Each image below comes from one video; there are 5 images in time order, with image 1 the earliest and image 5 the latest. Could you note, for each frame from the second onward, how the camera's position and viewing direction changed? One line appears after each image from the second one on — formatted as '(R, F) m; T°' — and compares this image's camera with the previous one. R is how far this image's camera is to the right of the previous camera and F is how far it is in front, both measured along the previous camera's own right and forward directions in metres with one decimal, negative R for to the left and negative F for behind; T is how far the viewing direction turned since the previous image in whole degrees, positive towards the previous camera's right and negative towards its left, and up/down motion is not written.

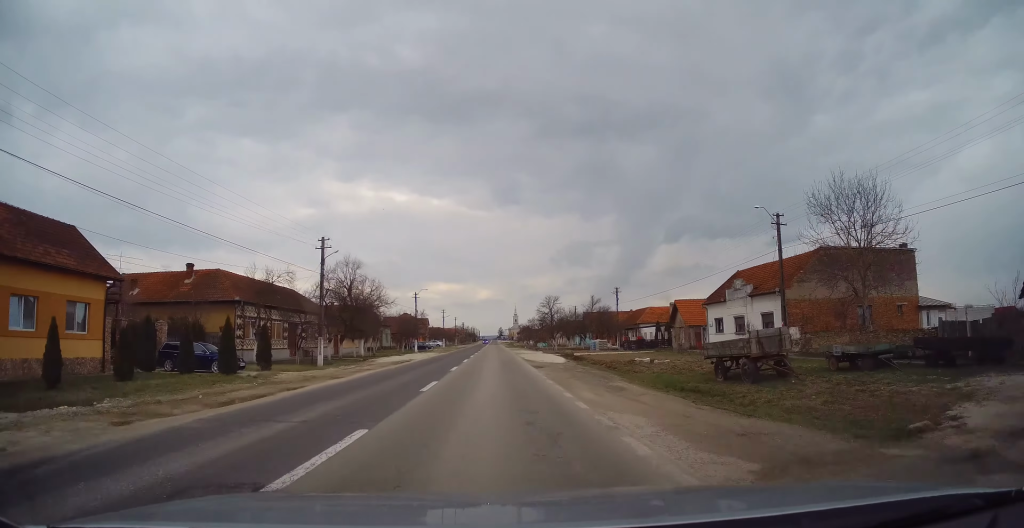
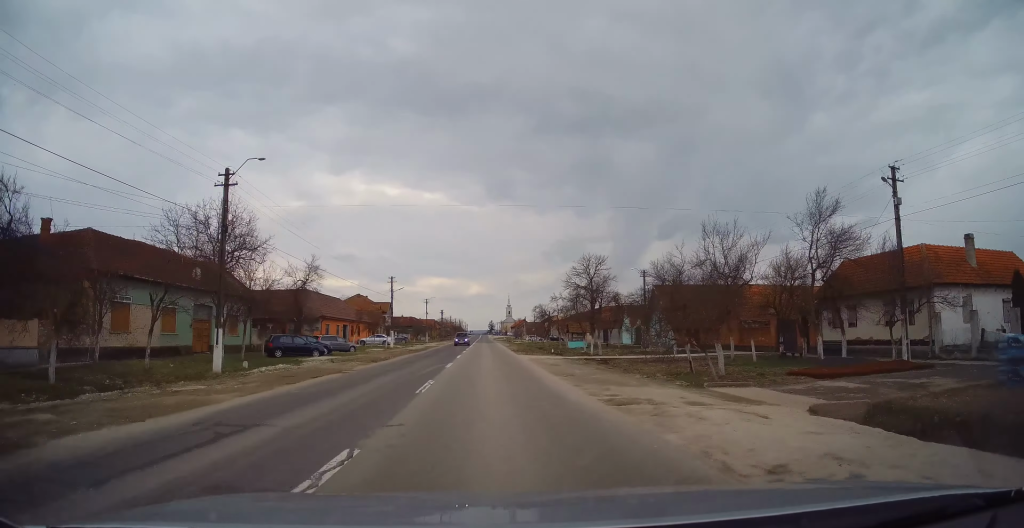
(+0.8, +54.2) m; +1°
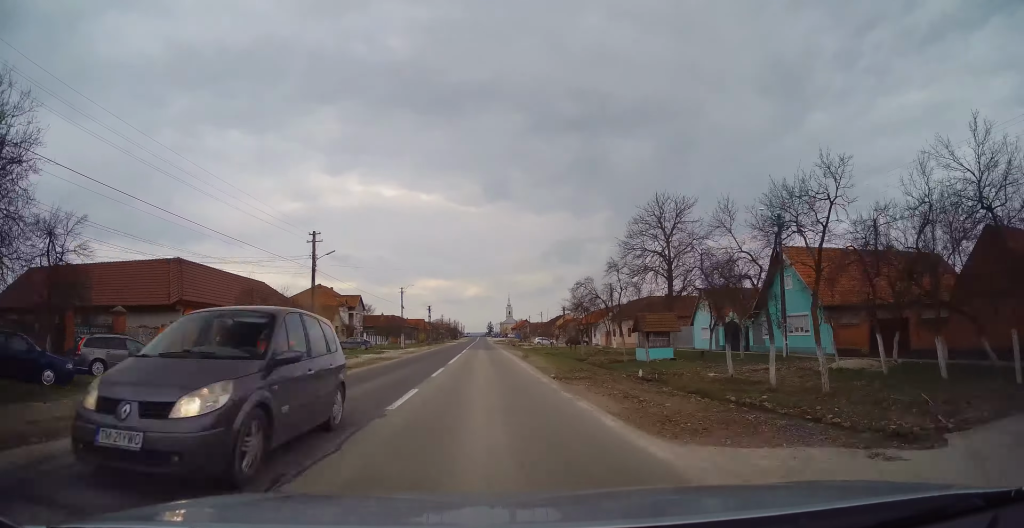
(-0.6, +28.7) m; 0°
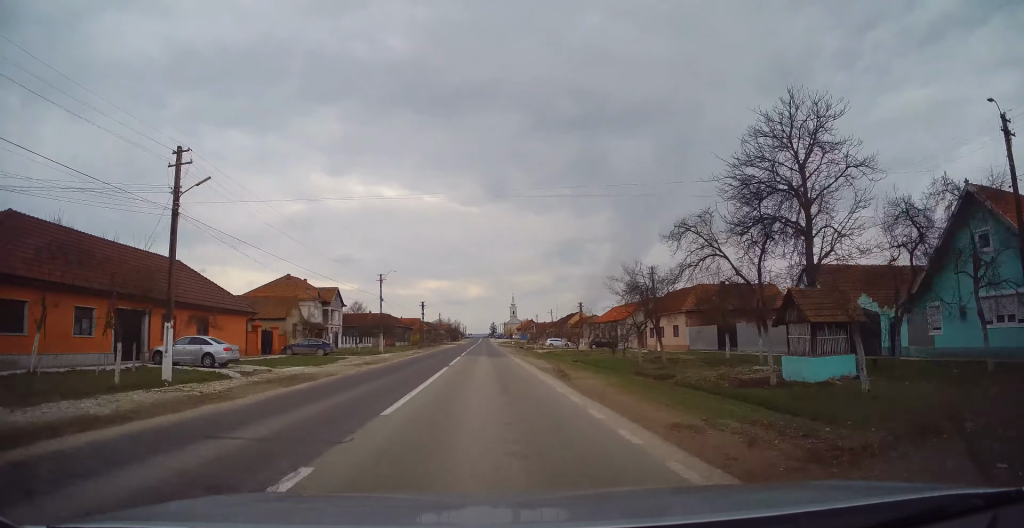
(+0.1, +17.0) m; 0°
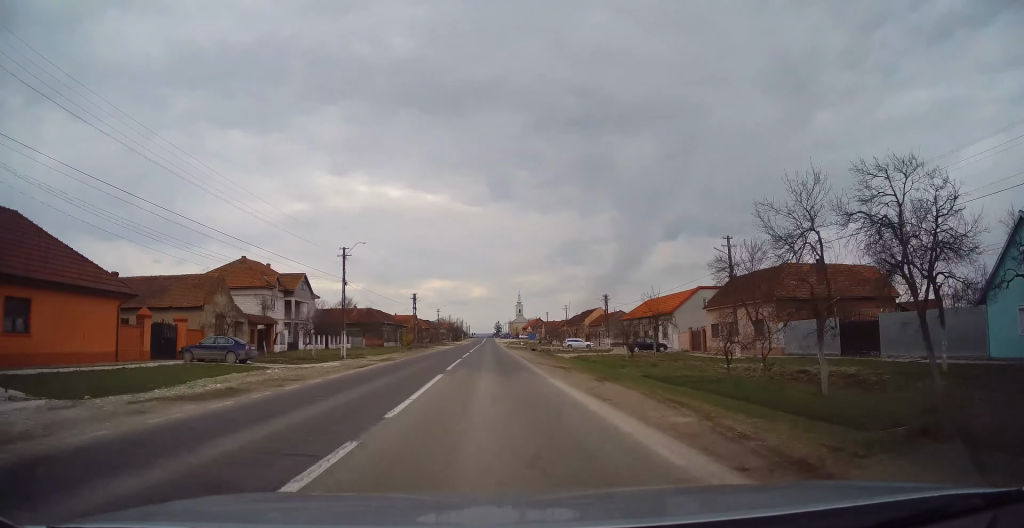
(0.0, +17.1) m; 0°
